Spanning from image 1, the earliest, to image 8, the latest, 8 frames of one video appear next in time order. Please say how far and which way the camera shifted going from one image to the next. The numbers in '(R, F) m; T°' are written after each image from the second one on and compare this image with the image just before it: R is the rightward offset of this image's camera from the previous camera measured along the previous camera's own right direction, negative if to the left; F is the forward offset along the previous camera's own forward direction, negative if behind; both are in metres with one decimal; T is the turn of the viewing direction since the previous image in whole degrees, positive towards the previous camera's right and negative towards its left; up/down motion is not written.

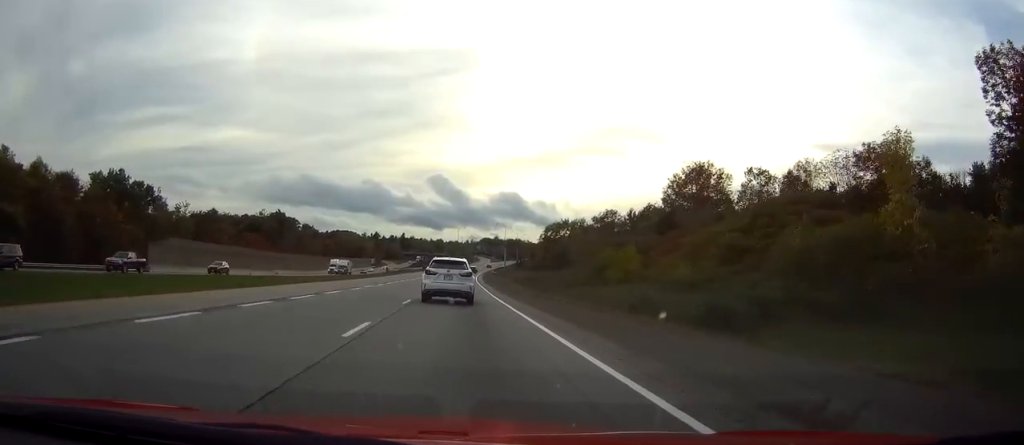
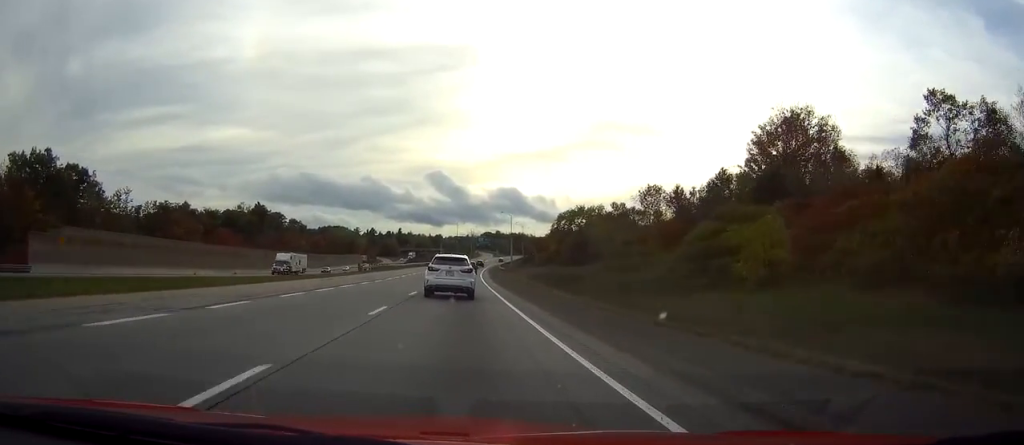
(0.0, +30.8) m; 0°
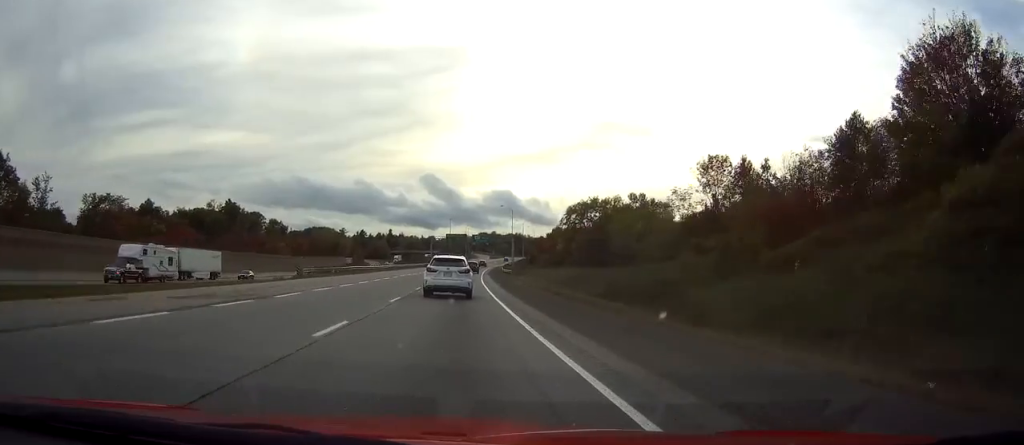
(0.0, +28.7) m; 0°
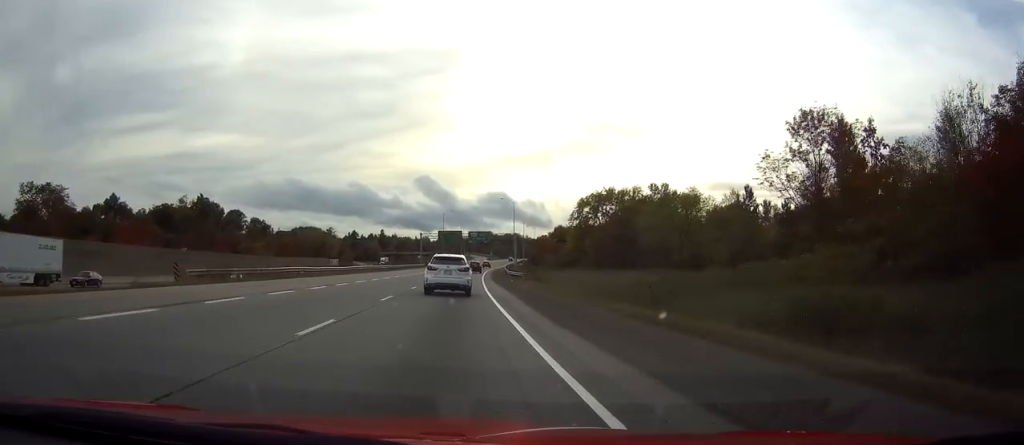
(+0.1, +23.6) m; 0°
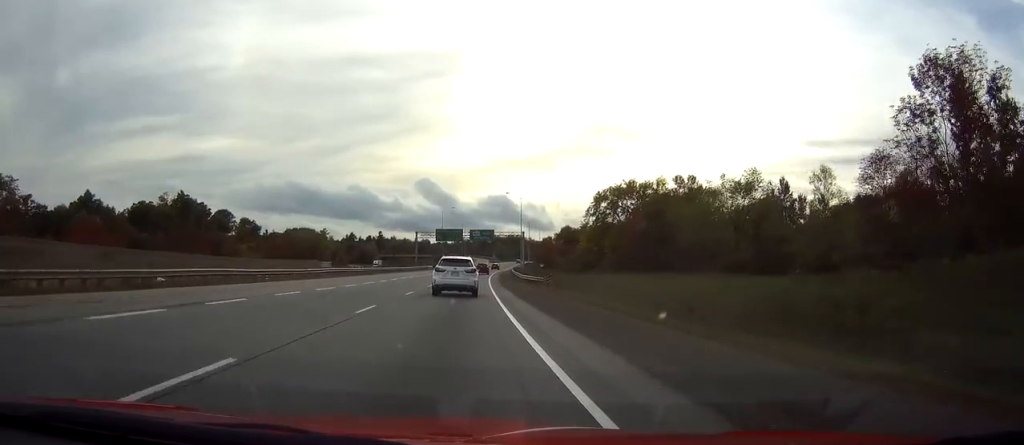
(0.0, +17.5) m; 0°
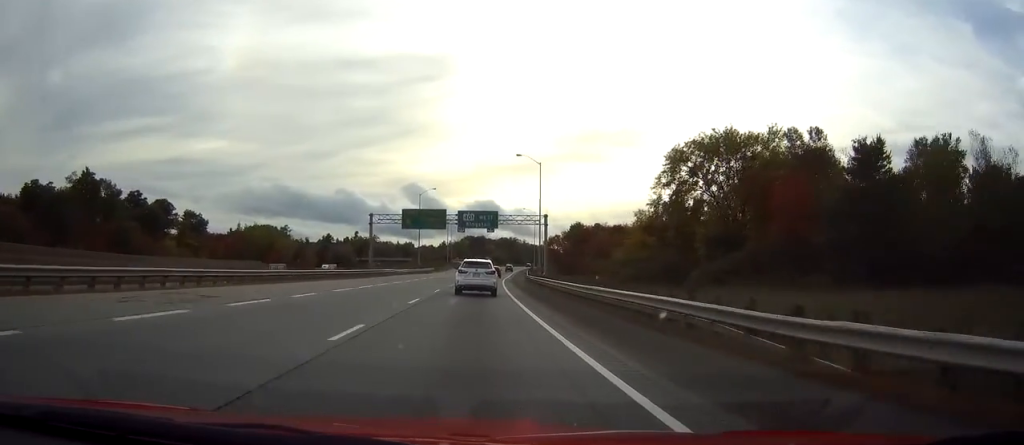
(+0.5, +53.8) m; +2°
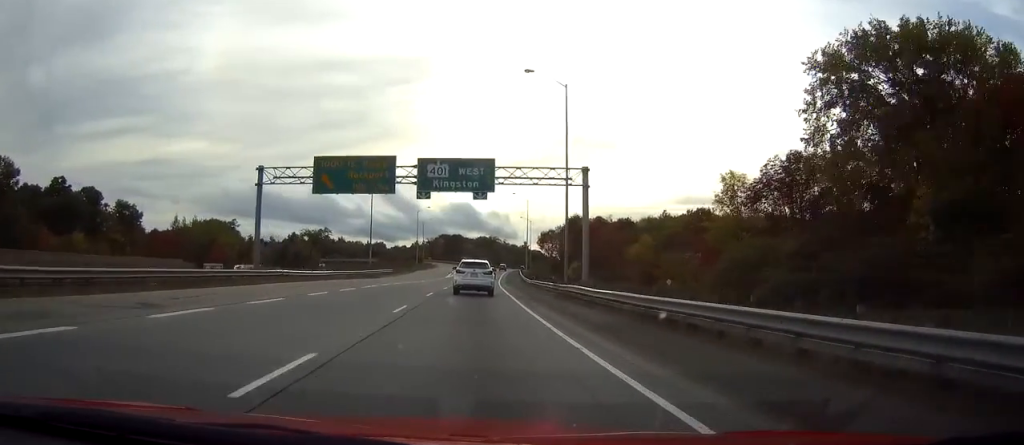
(+0.6, +39.7) m; +2°
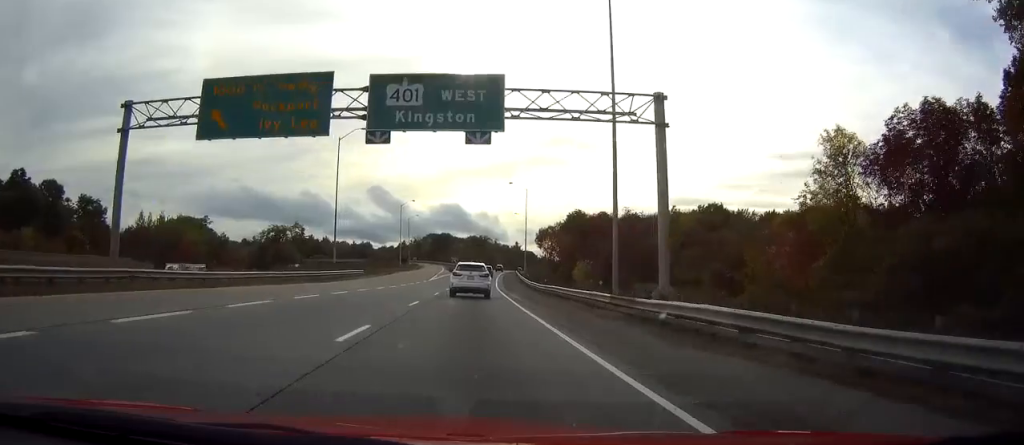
(-0.1, +18.9) m; +2°
